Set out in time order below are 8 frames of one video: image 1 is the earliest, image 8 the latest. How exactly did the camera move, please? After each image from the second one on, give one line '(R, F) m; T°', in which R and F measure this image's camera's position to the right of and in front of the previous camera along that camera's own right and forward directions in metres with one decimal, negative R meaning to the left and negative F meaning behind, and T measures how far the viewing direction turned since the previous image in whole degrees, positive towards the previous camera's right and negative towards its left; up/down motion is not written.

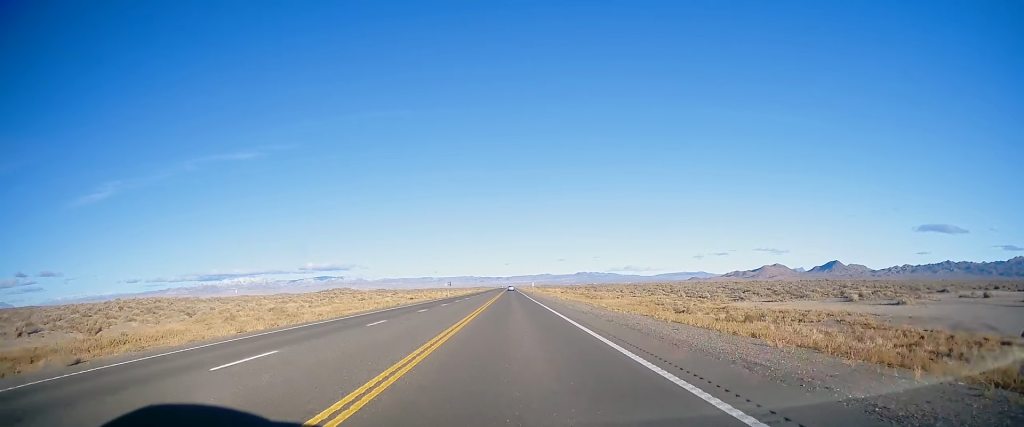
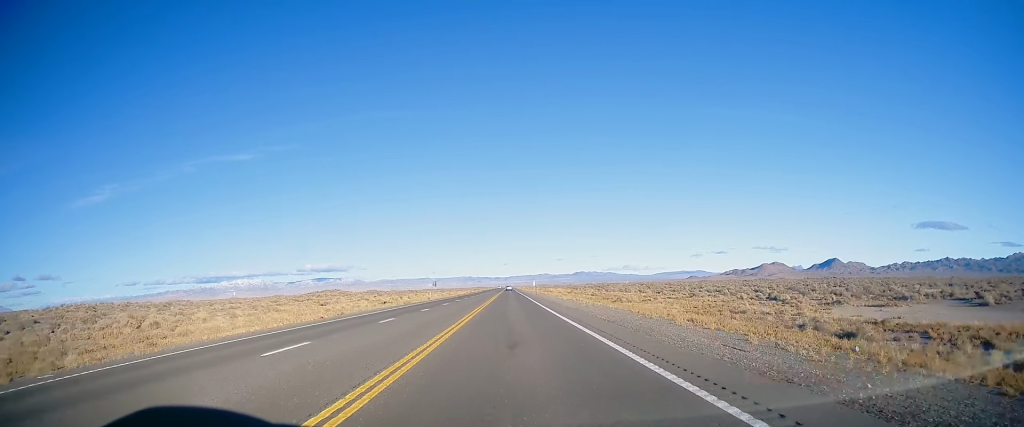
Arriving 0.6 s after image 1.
(-0.1, +21.7) m; 0°
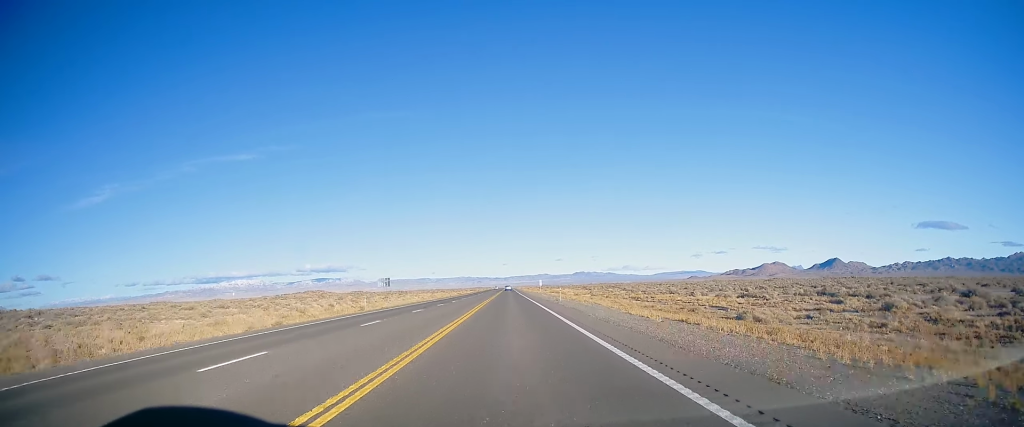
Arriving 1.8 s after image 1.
(-0.1, +38.8) m; 0°
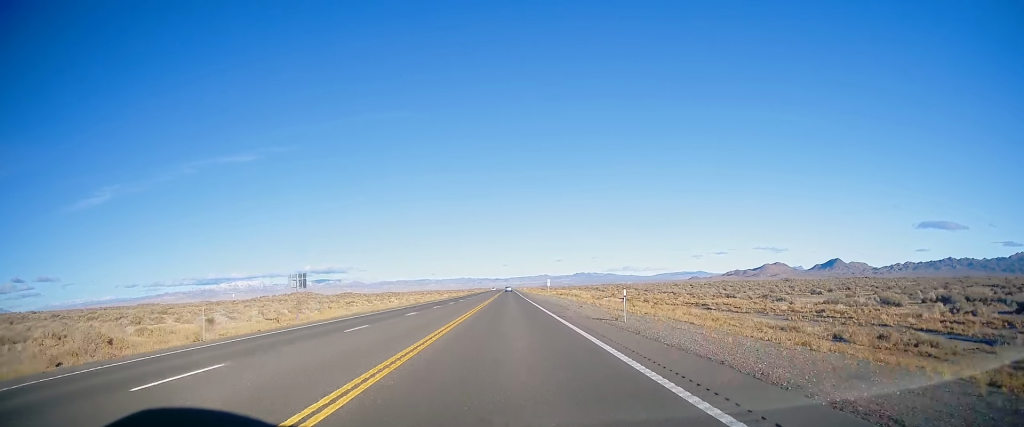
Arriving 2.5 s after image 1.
(+0.1, +26.3) m; 0°
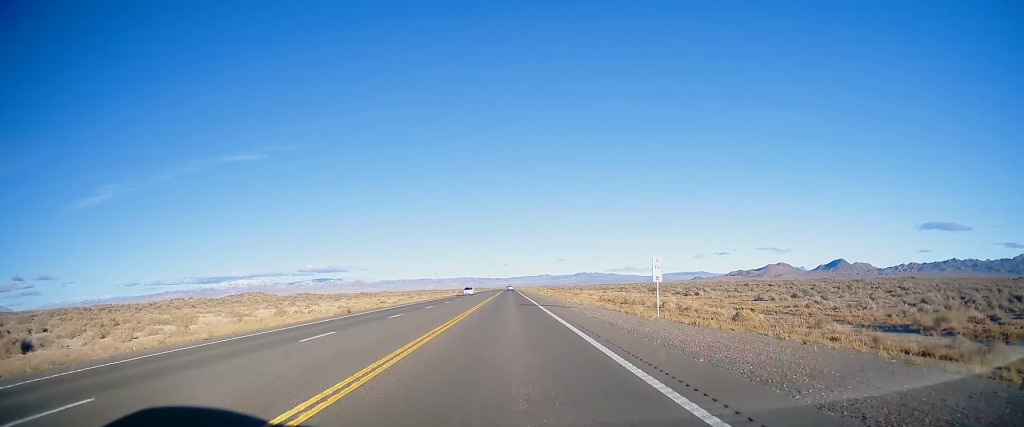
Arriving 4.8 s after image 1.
(+0.3, +76.9) m; 0°
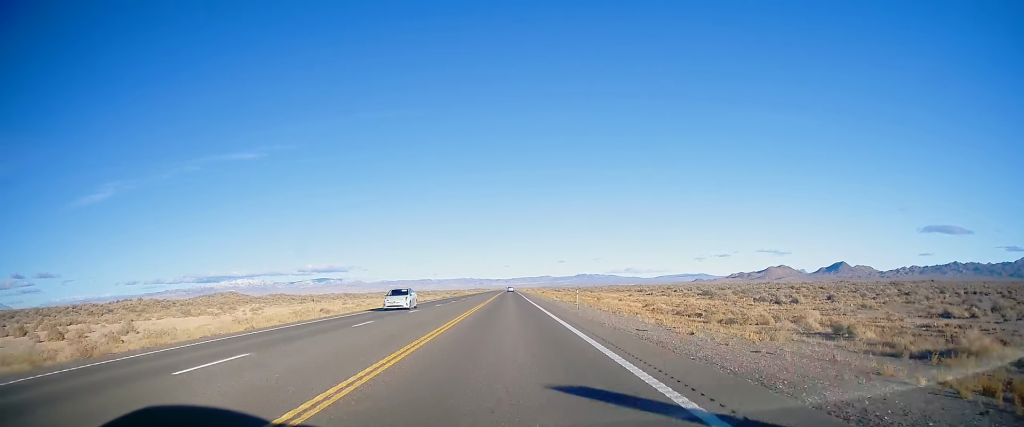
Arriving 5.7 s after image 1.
(-0.2, +31.2) m; 0°
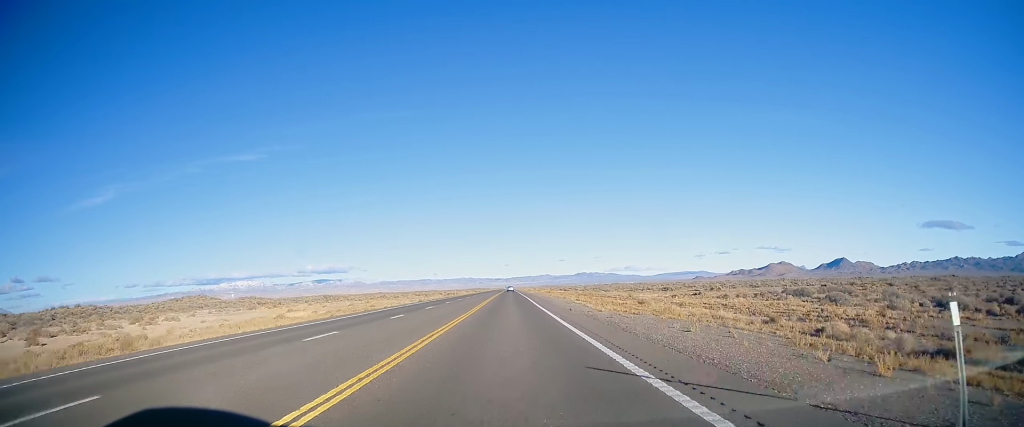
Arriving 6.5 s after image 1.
(-0.1, +29.7) m; 0°
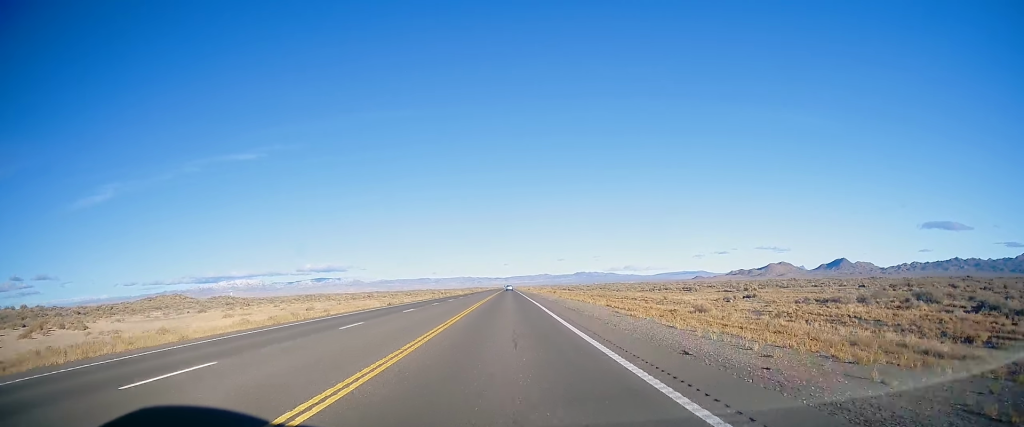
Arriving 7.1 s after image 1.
(+0.5, +20.3) m; 0°
